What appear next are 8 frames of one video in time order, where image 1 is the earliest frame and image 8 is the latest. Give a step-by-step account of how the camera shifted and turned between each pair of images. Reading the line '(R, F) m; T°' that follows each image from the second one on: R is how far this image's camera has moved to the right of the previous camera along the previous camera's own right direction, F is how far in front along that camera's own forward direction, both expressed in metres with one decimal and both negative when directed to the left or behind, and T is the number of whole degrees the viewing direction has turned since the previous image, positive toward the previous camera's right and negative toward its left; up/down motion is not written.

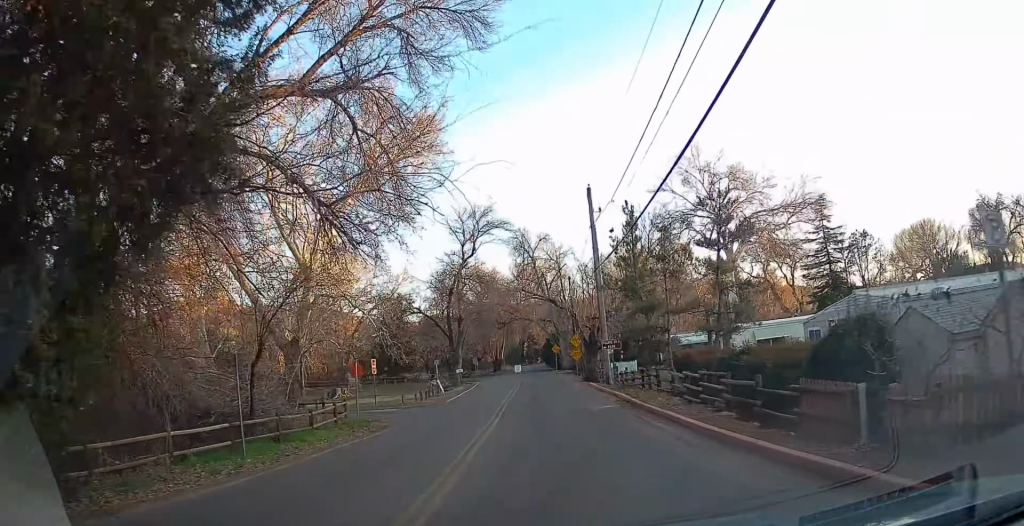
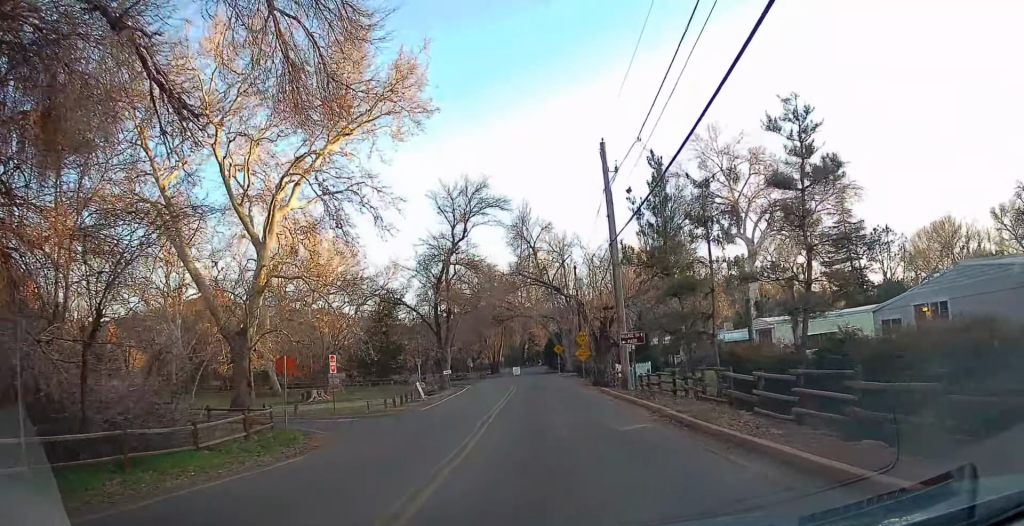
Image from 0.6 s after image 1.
(0.0, +6.8) m; +2°
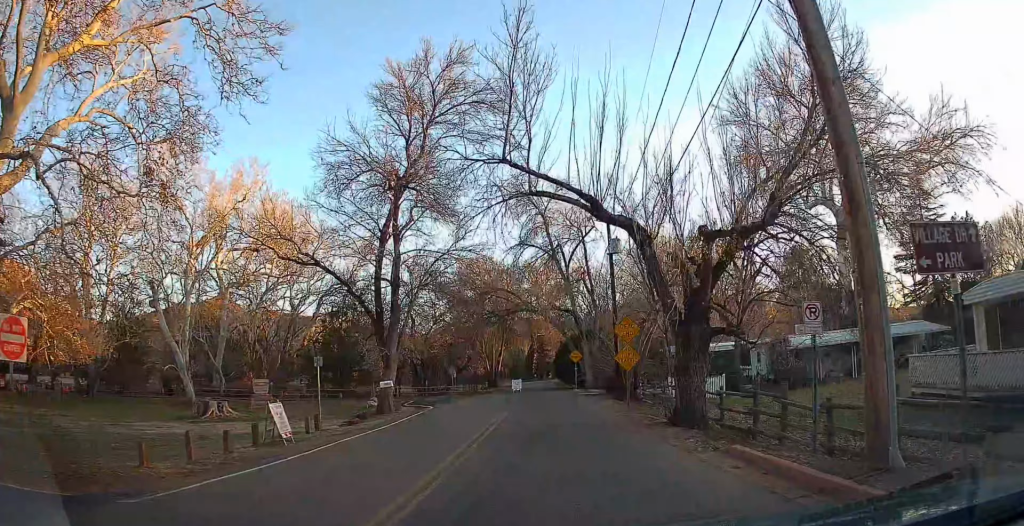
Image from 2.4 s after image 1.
(+1.4, +18.4) m; +7°
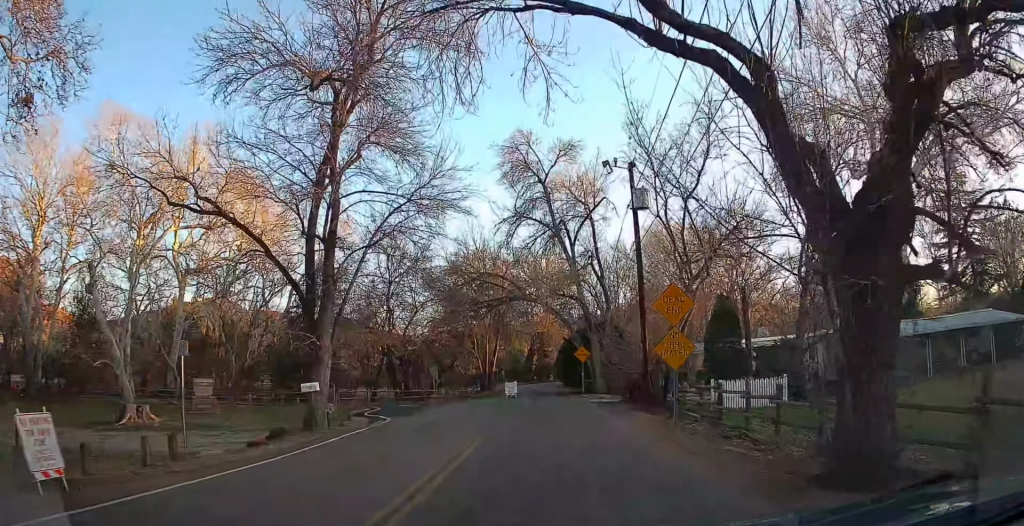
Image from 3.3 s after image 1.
(0.0, +8.3) m; -3°
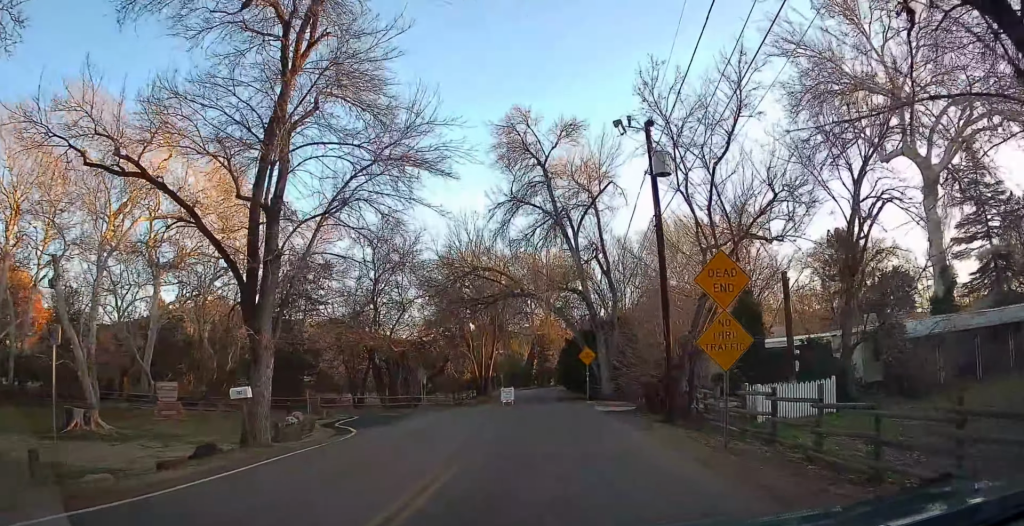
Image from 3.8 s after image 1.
(-0.1, +4.1) m; -3°
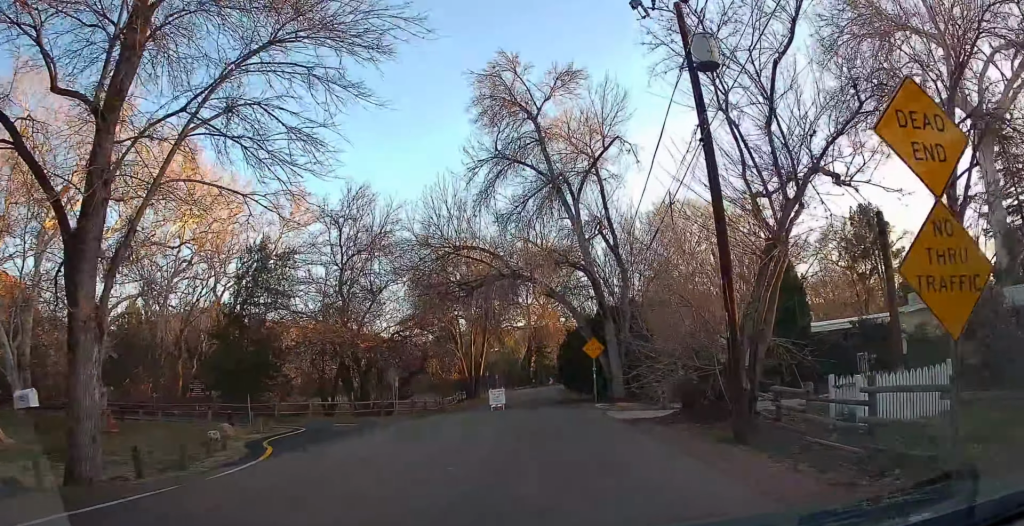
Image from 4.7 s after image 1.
(-0.4, +6.2) m; -2°
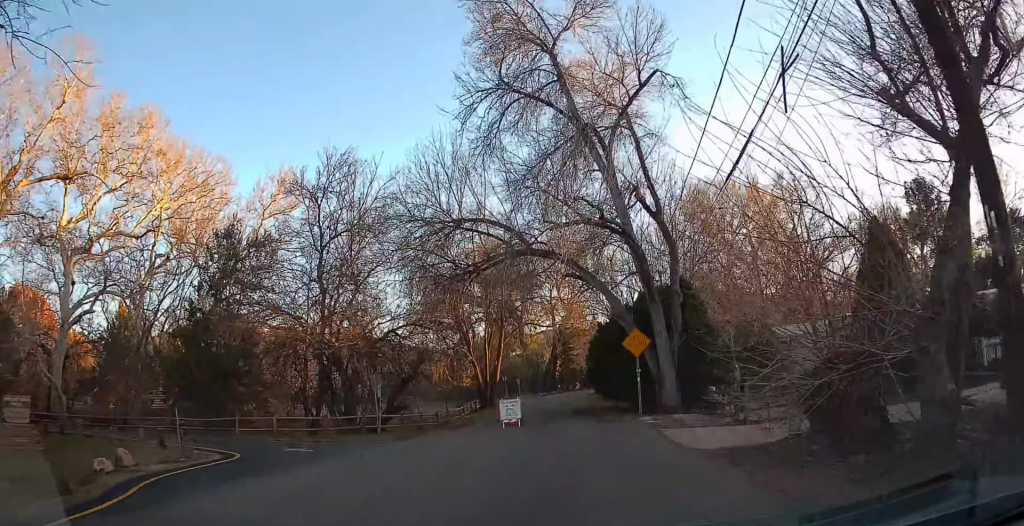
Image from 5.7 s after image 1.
(+0.1, +7.1) m; -1°
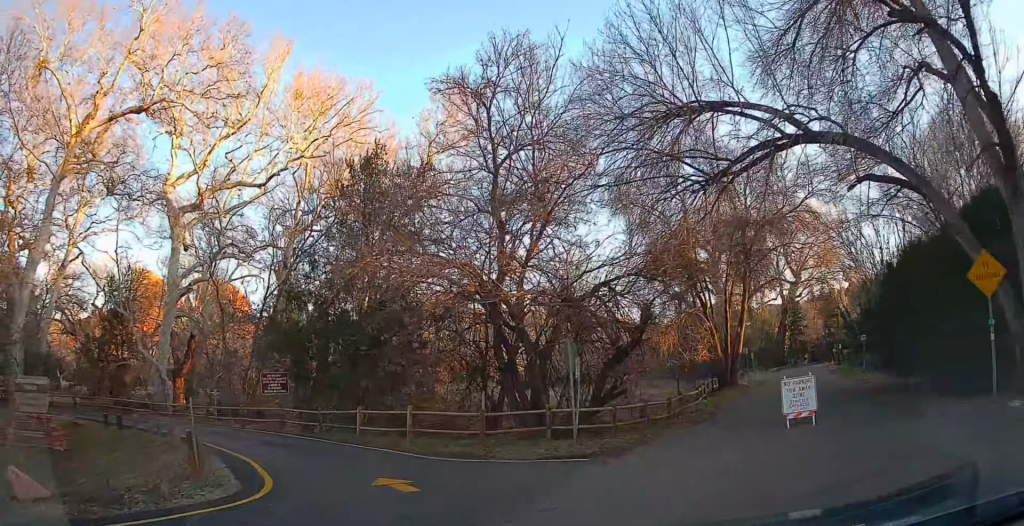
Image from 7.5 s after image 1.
(-1.7, +9.4) m; -26°
